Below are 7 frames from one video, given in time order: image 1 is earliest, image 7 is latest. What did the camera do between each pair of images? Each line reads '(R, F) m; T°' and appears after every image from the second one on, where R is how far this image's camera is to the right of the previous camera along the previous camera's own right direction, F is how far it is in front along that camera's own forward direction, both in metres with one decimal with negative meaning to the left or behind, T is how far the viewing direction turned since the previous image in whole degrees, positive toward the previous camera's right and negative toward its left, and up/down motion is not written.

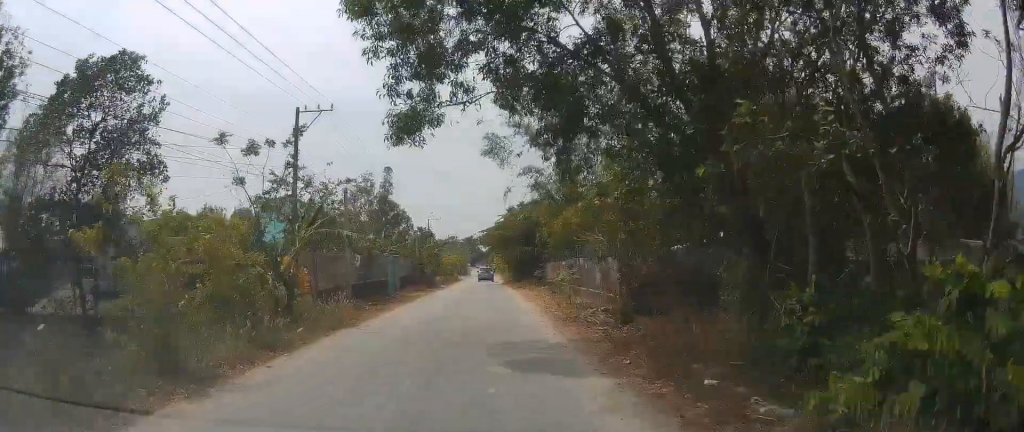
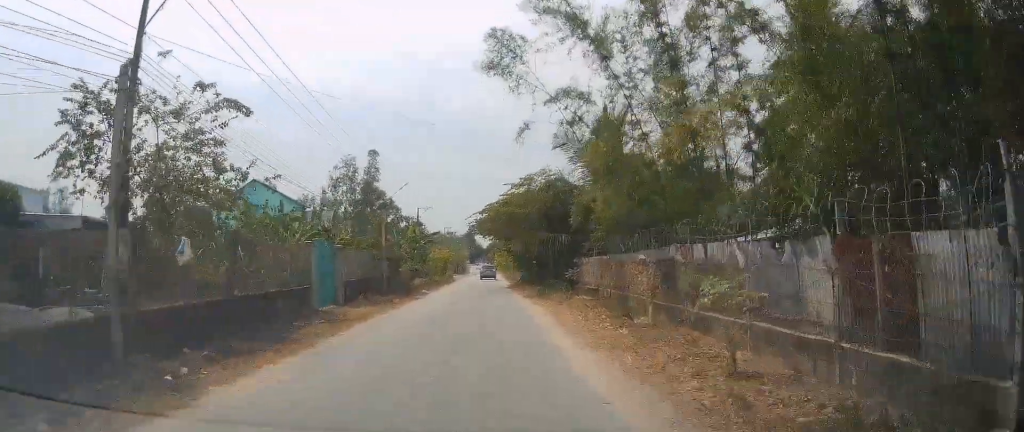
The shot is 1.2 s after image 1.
(-0.1, +16.6) m; -1°
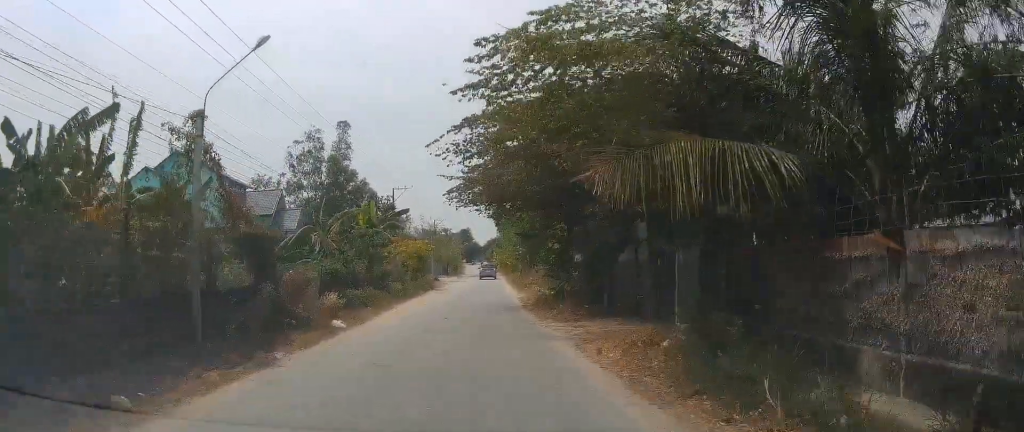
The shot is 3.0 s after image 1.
(-0.1, +23.0) m; +1°
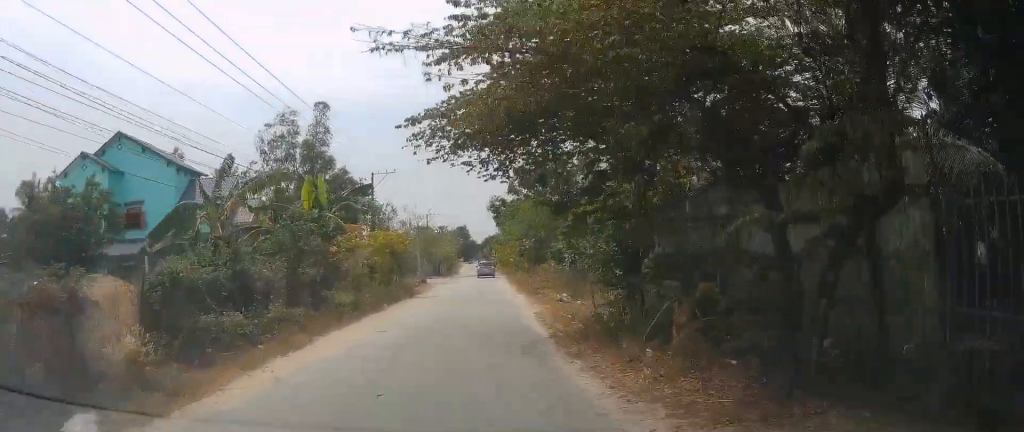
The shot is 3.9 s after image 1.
(+0.2, +11.3) m; +1°
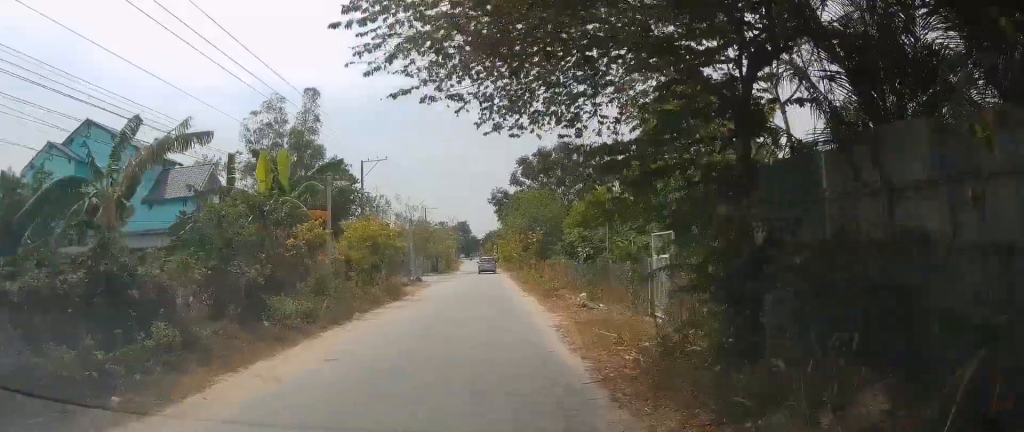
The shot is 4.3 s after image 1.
(+0.1, +5.4) m; 0°
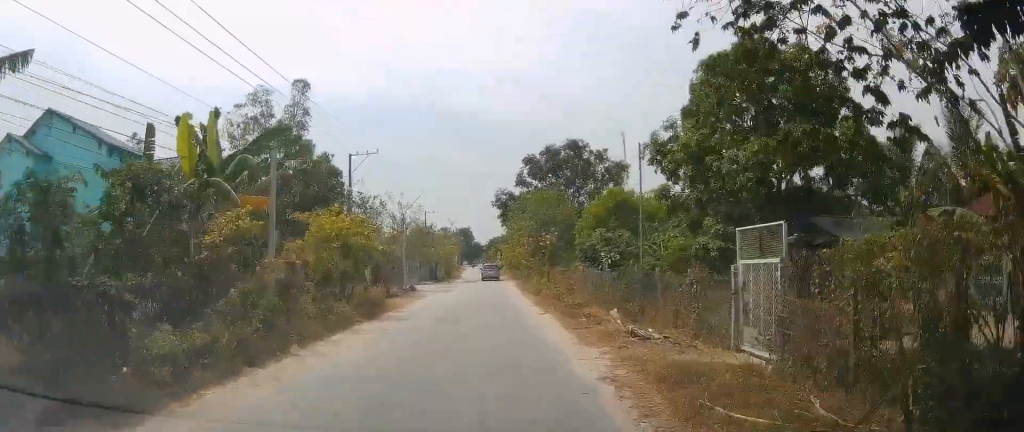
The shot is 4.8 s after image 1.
(-0.1, +6.1) m; -1°
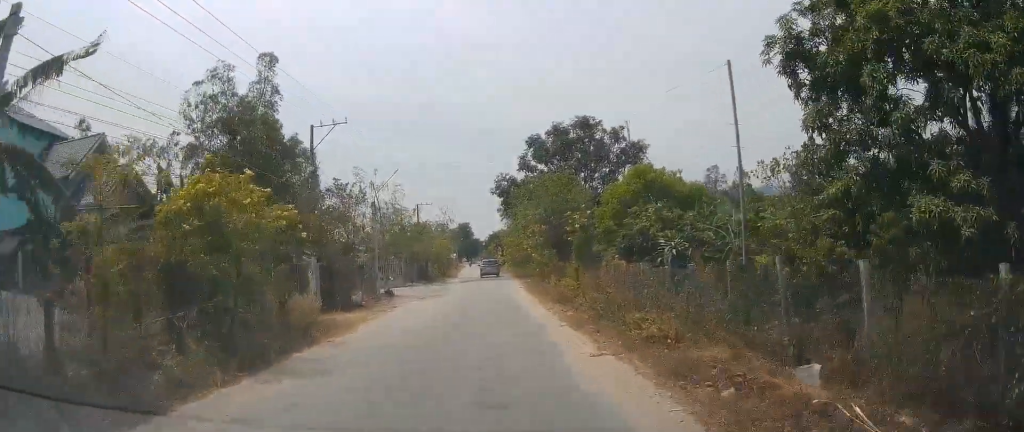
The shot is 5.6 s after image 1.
(-0.2, +10.1) m; -1°
